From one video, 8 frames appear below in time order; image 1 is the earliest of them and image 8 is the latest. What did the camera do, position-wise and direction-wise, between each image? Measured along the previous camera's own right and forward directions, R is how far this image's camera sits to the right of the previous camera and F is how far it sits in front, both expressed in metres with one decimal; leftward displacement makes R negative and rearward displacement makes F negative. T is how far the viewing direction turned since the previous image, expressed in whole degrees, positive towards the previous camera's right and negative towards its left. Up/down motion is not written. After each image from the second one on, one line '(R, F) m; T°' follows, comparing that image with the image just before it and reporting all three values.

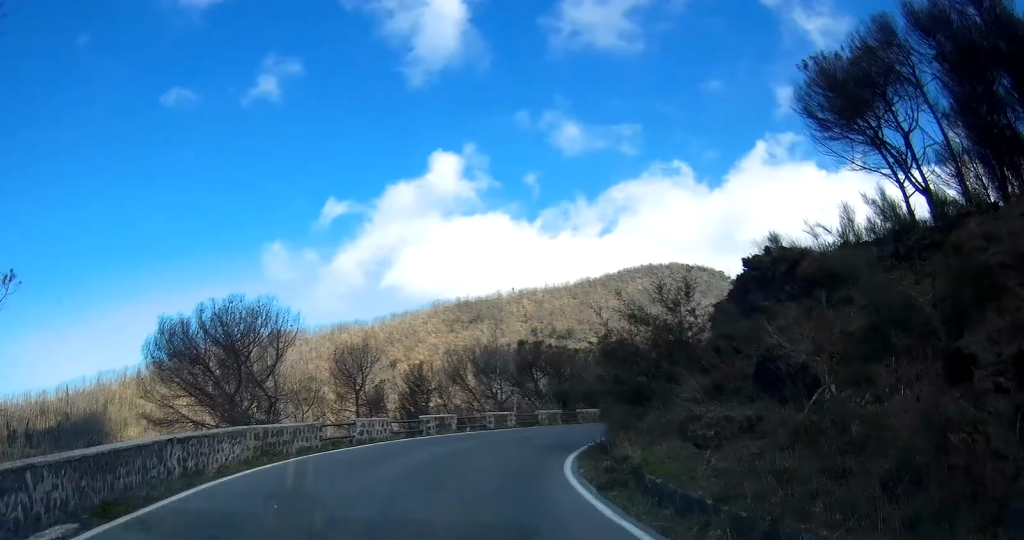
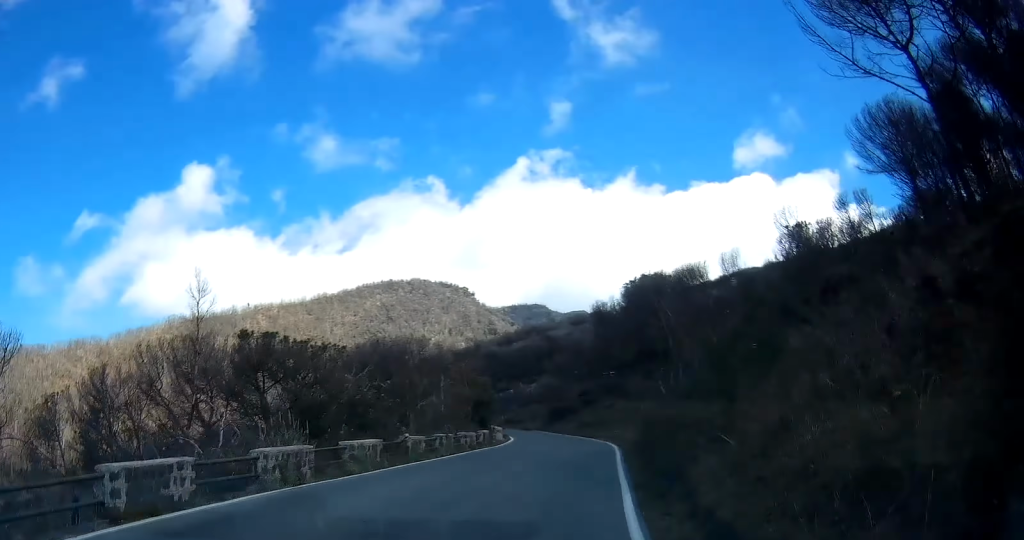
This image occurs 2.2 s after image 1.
(+2.2, +20.2) m; +5°
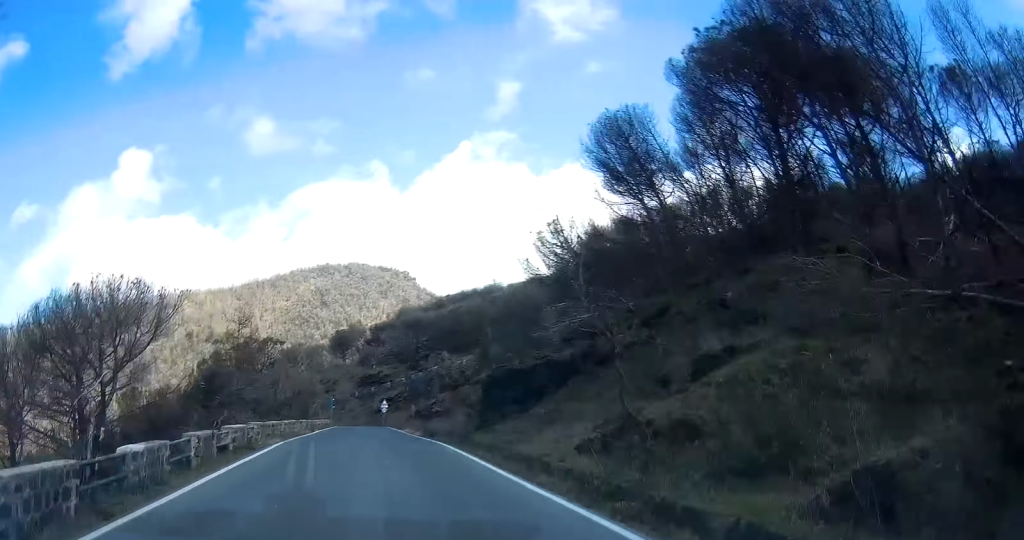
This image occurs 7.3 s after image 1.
(+8.1, +49.7) m; +6°
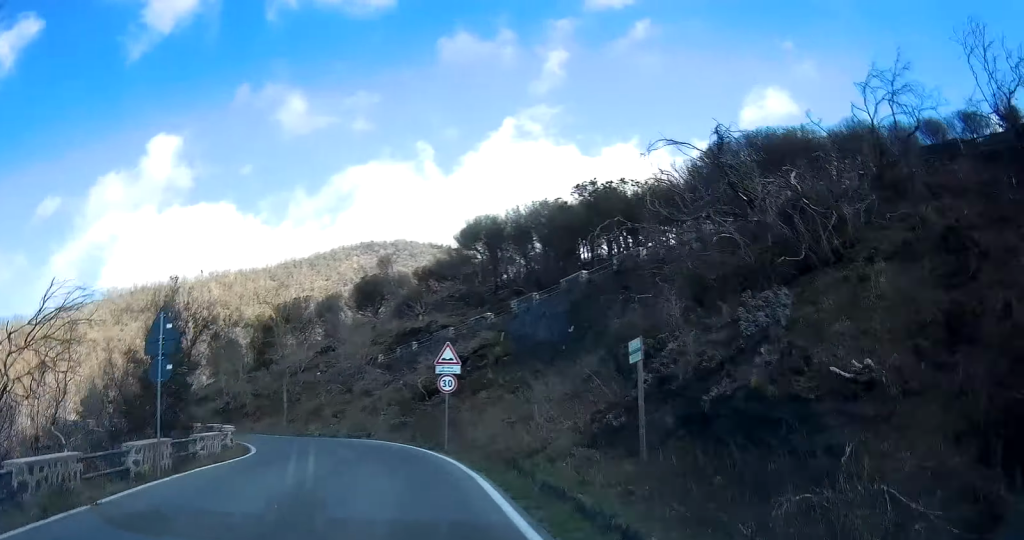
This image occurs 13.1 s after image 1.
(-3.4, +55.3) m; -14°
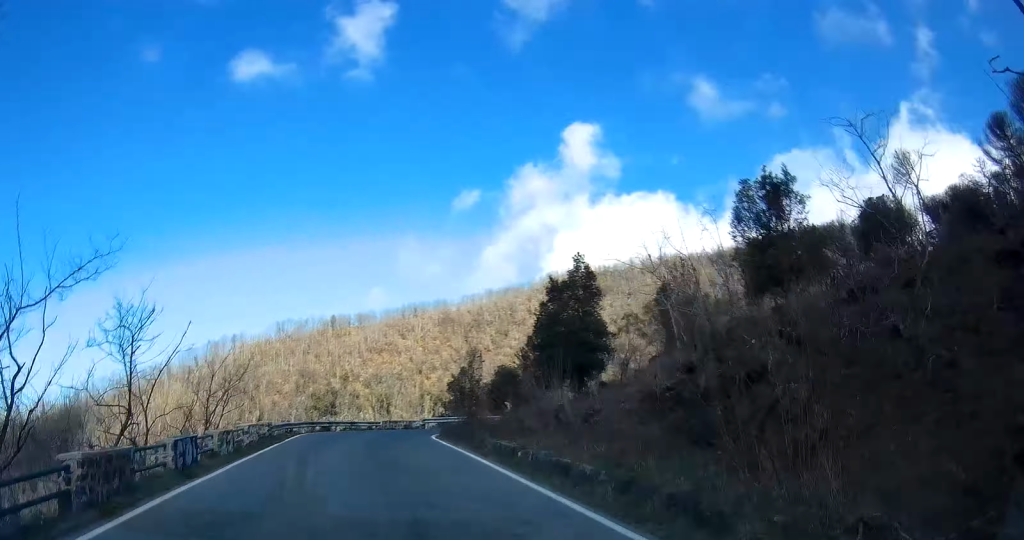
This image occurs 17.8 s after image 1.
(-6.7, +38.7) m; -8°
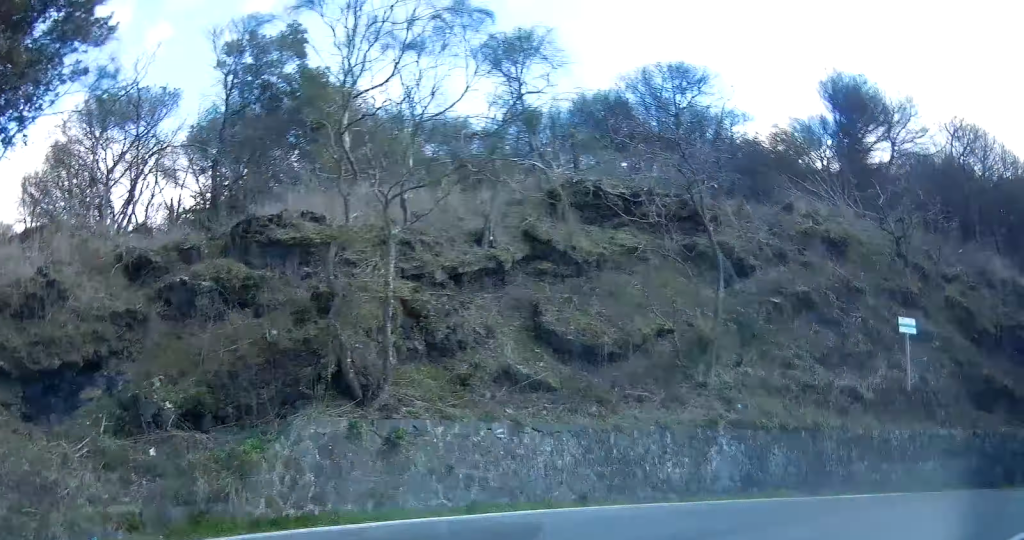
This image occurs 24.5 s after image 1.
(+5.0, +35.8) m; +125°
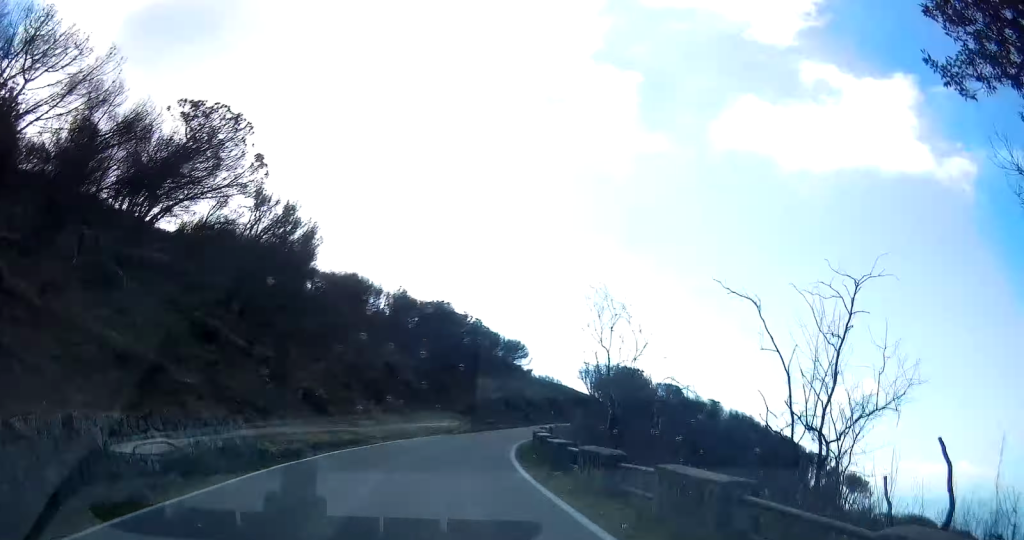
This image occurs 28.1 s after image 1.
(+16.6, +25.6) m; +30°
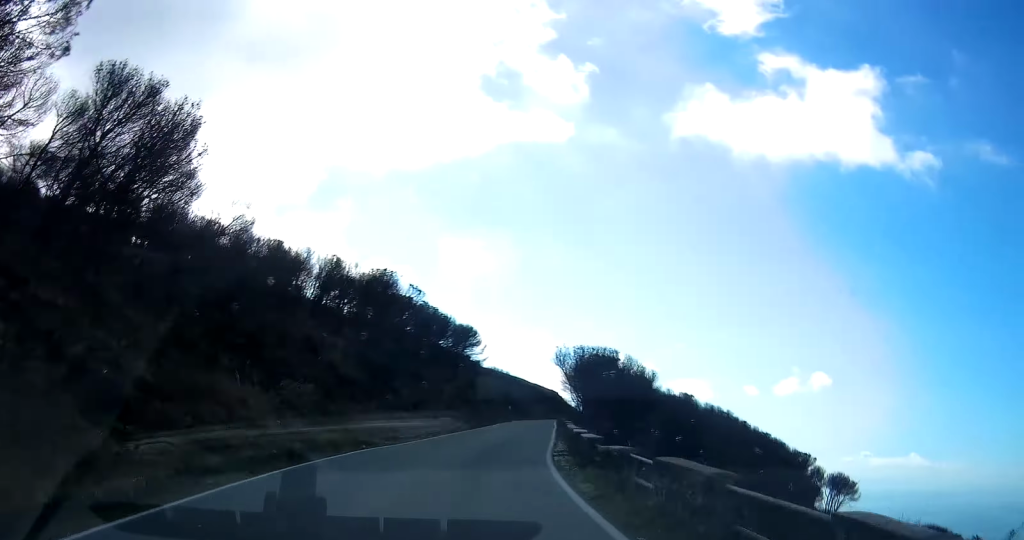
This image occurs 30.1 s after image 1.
(+2.8, +18.2) m; +11°
